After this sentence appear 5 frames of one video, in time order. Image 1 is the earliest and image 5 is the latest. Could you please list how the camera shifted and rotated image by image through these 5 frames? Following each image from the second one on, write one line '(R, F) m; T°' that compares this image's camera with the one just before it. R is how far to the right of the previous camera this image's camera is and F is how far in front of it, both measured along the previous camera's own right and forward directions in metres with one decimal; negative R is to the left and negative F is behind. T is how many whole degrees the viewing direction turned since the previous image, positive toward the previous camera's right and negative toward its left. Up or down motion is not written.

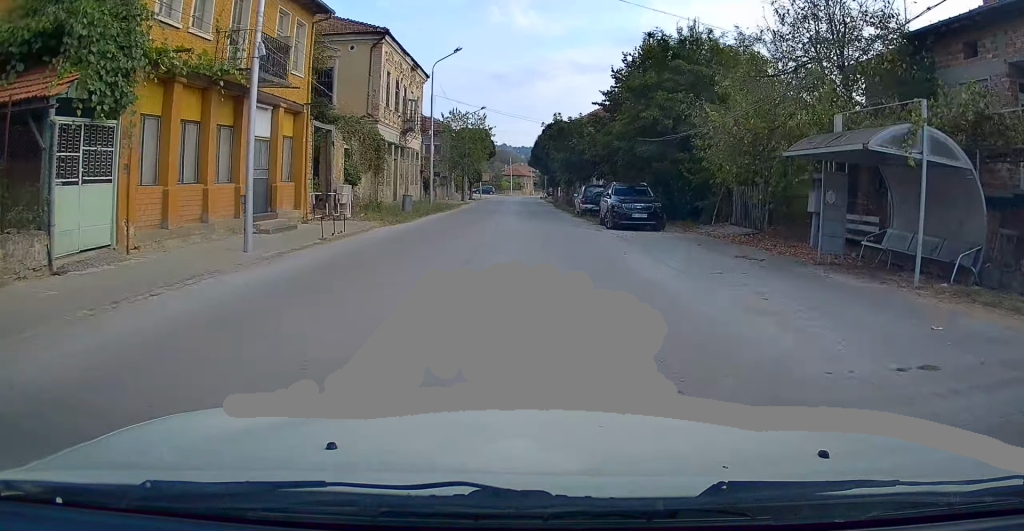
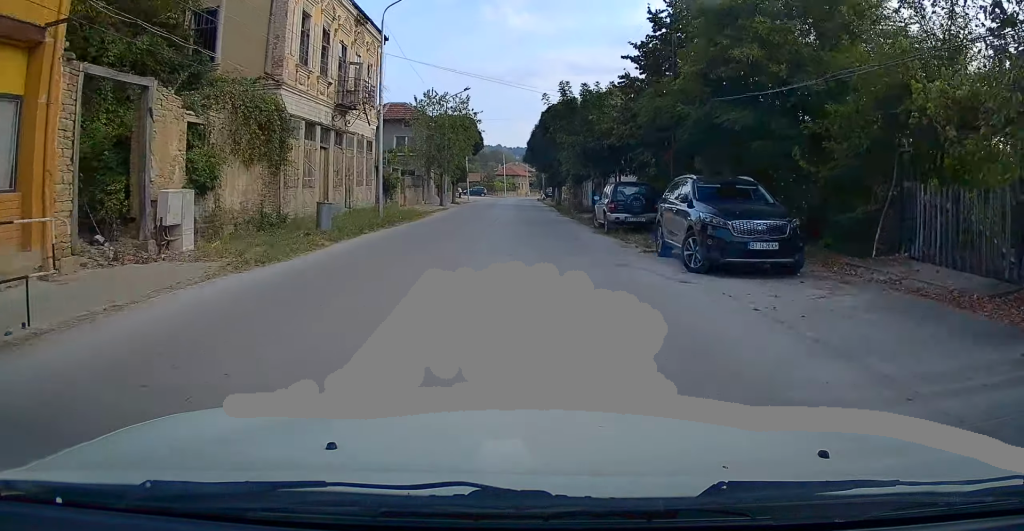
(0.0, +11.8) m; 0°
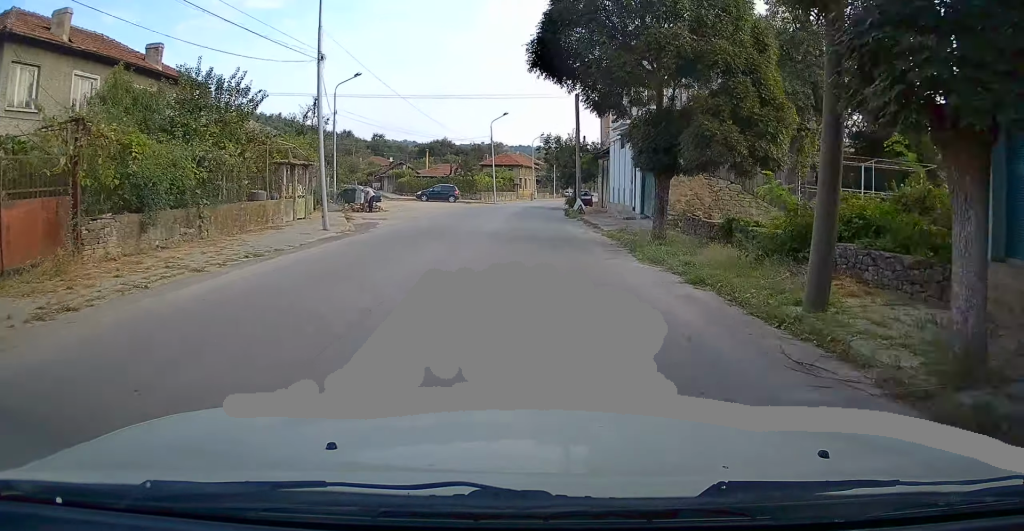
(-0.5, +51.0) m; -2°
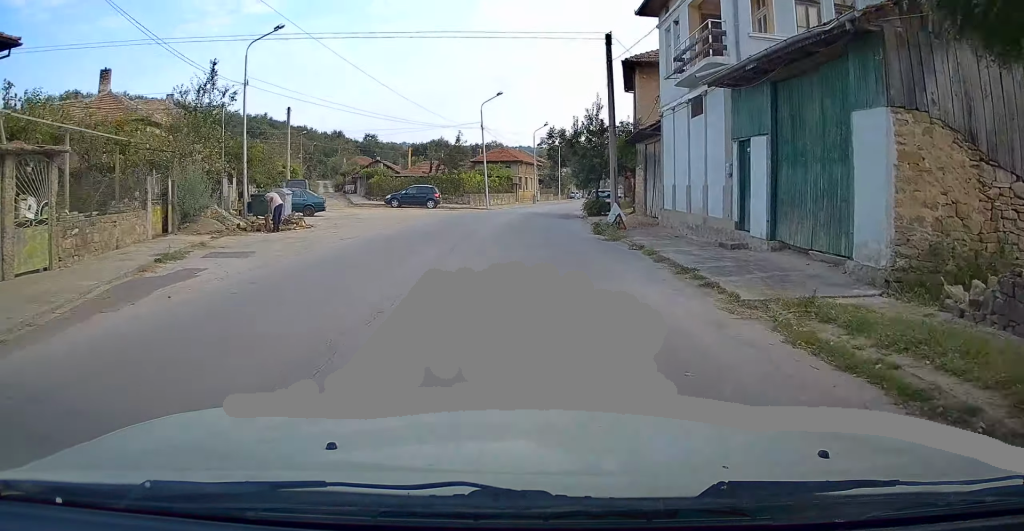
(0.0, +13.3) m; +1°
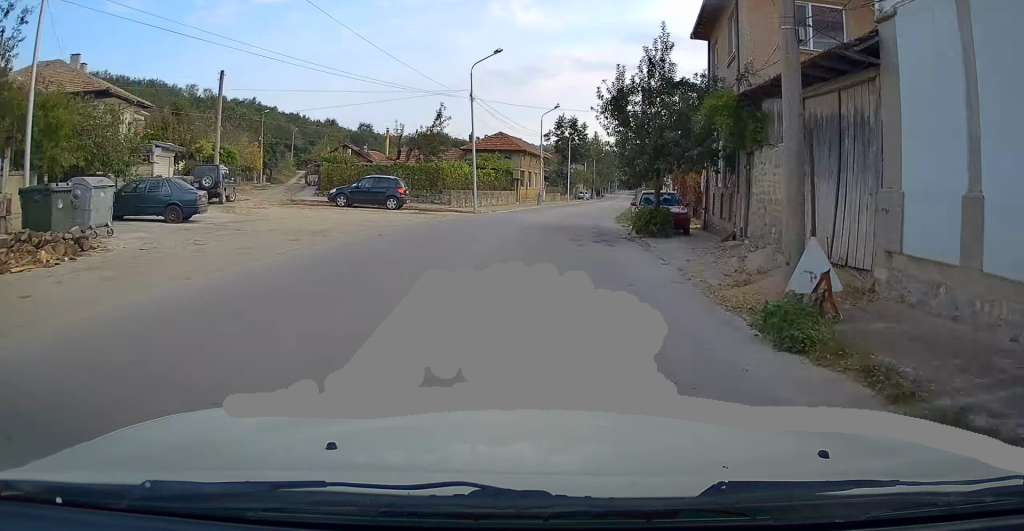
(+0.2, +13.9) m; +1°
